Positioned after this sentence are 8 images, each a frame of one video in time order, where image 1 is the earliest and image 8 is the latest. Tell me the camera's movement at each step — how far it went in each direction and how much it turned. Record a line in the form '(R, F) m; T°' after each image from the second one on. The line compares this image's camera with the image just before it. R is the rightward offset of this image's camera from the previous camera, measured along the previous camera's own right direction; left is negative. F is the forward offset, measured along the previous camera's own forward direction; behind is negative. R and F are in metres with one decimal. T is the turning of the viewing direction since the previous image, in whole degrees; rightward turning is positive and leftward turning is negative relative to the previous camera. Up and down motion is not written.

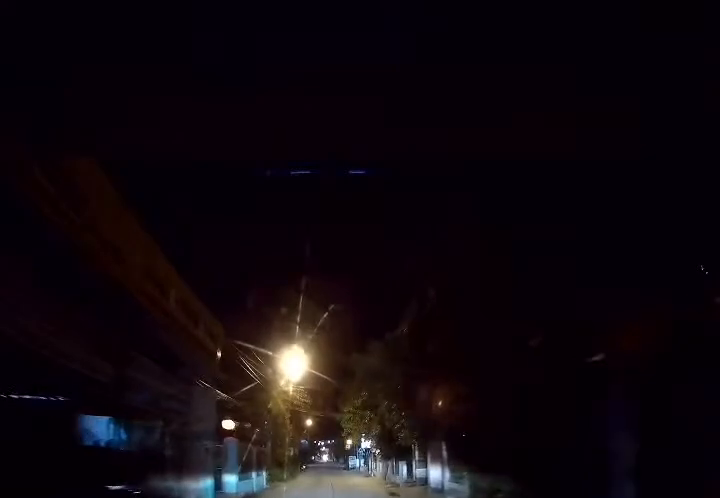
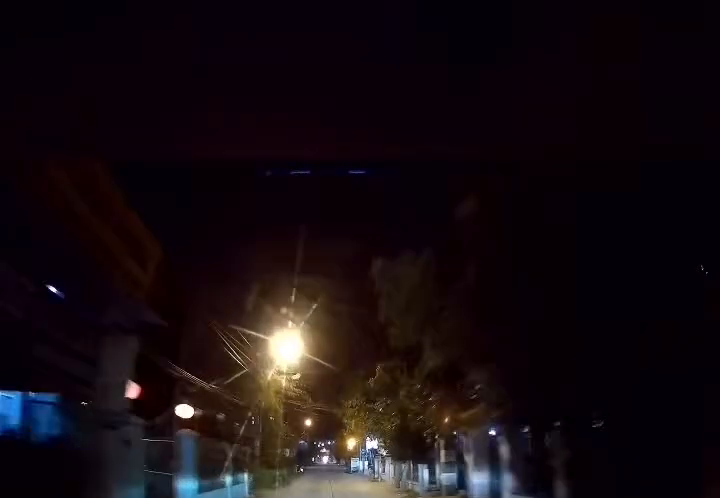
(+0.1, +3.9) m; 0°
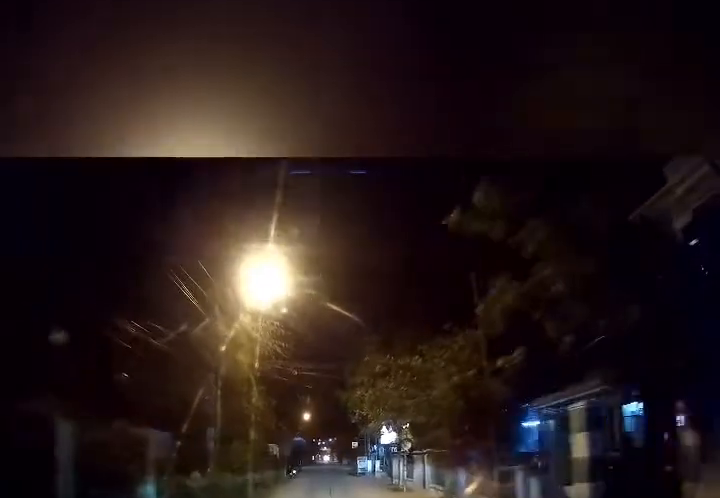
(0.0, +8.0) m; -1°
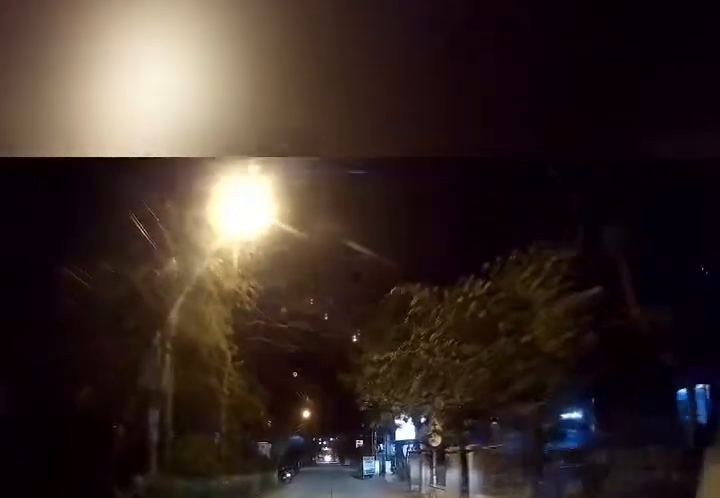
(-0.1, +4.3) m; 0°
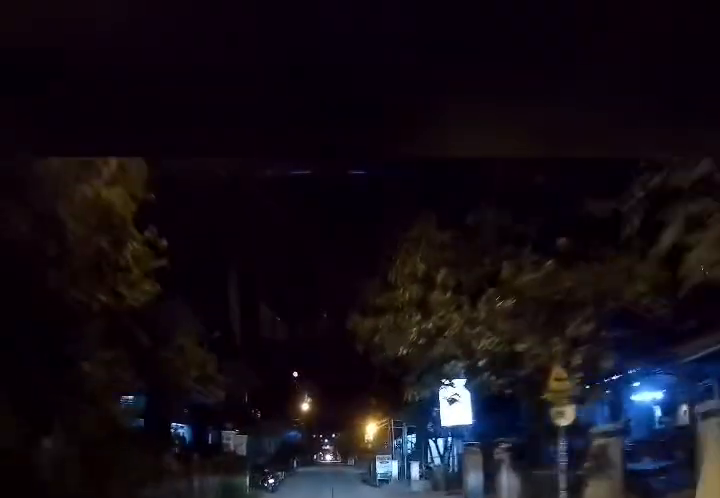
(0.0, +6.8) m; -1°
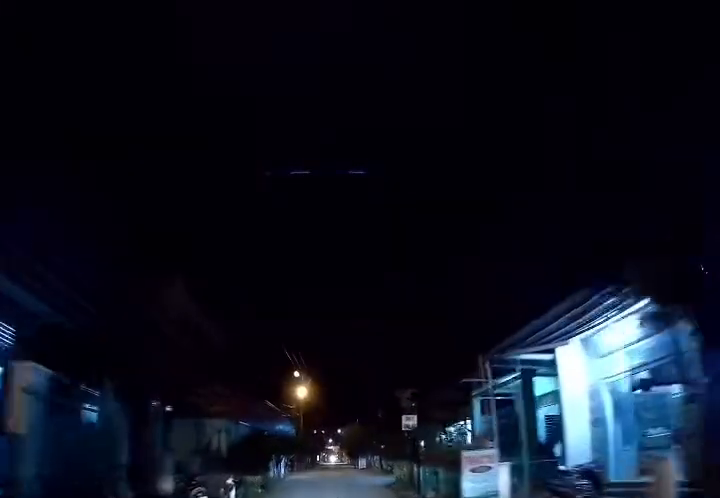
(-0.1, +12.5) m; +1°
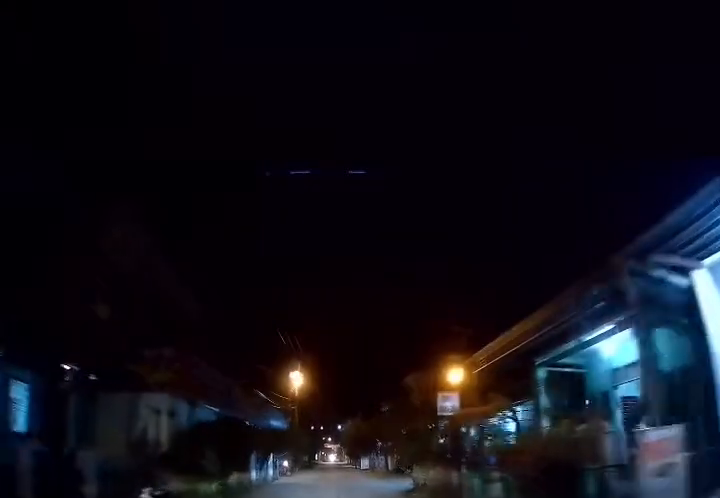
(+0.2, +4.7) m; +2°
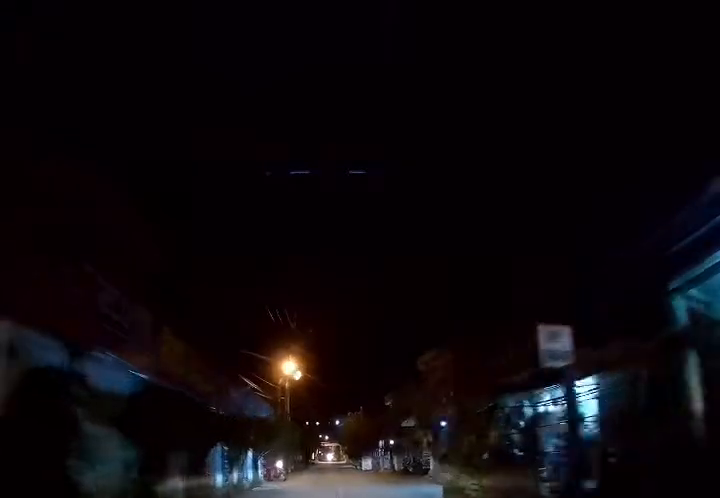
(0.0, +5.1) m; 0°
